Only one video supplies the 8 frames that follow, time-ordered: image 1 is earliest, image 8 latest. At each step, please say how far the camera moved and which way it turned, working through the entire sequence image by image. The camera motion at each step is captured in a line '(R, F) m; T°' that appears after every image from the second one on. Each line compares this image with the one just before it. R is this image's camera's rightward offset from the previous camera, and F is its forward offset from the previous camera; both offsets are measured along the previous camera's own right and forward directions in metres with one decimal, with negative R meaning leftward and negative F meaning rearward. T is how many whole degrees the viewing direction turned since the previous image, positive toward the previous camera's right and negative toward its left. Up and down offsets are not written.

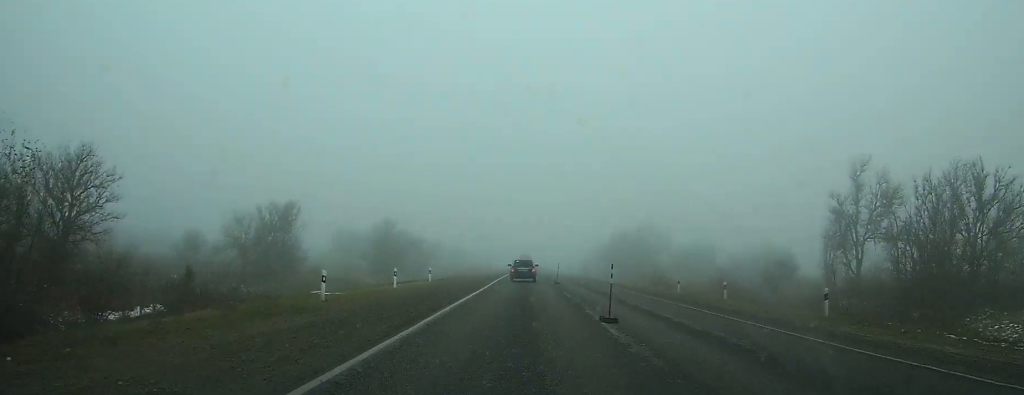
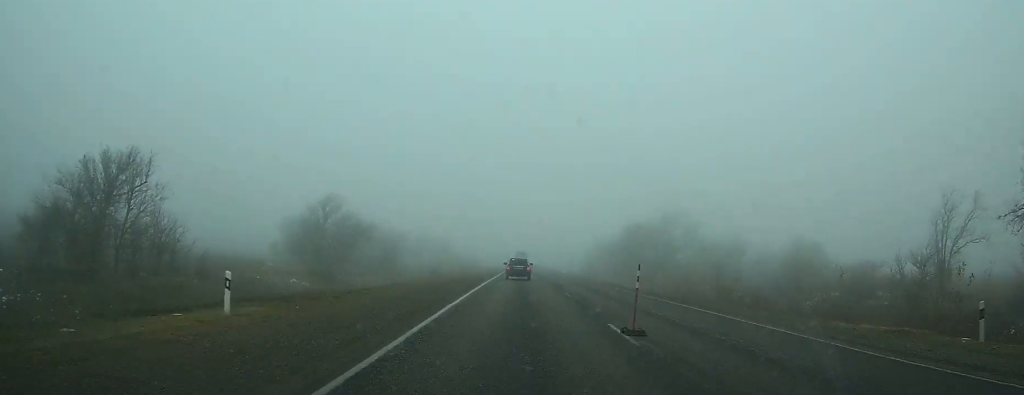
(+0.1, +26.2) m; 0°
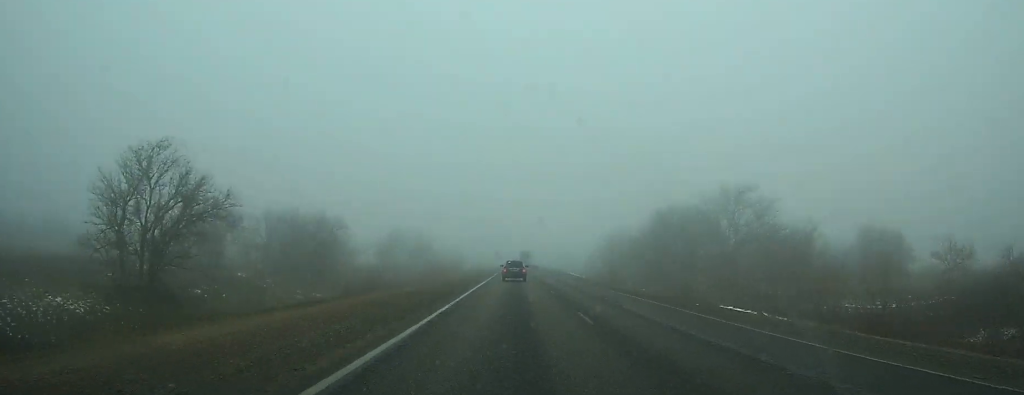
(+0.1, +33.4) m; 0°
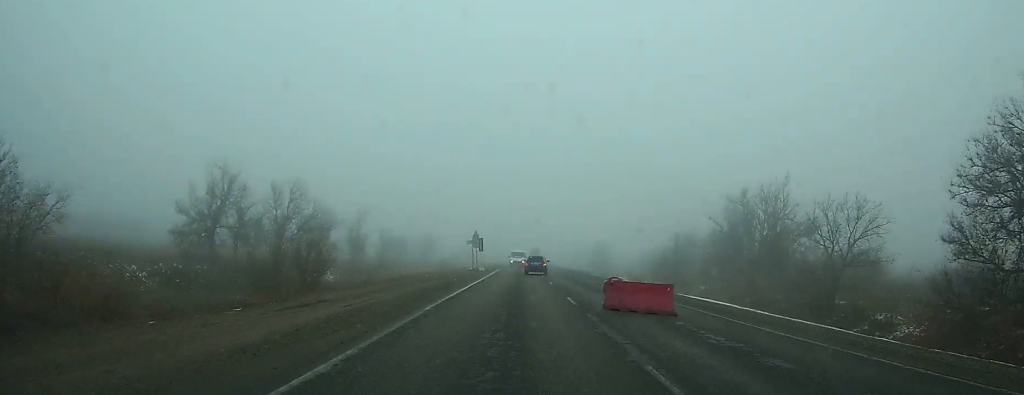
(+0.3, +80.5) m; +1°
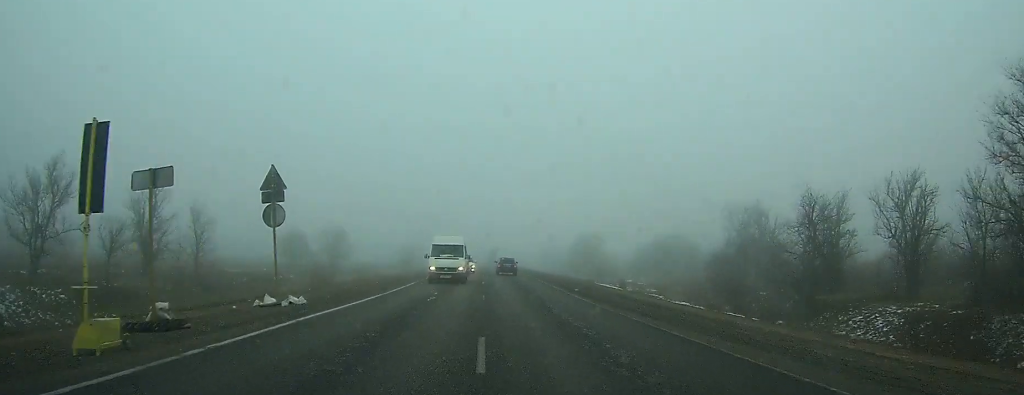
(+0.6, +44.2) m; +1°
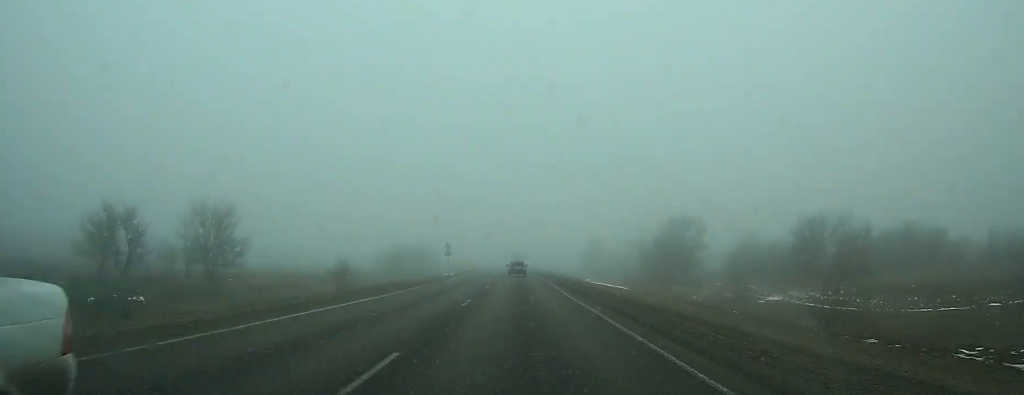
(-0.4, +50.8) m; -1°
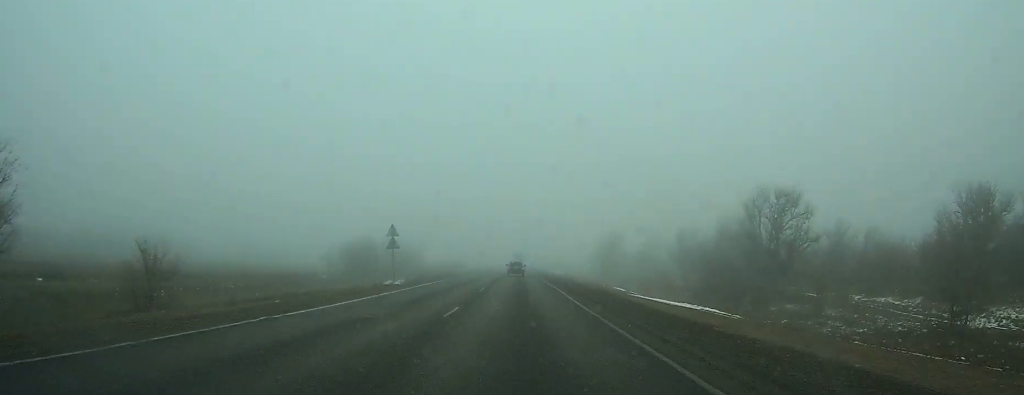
(-0.2, +29.1) m; 0°
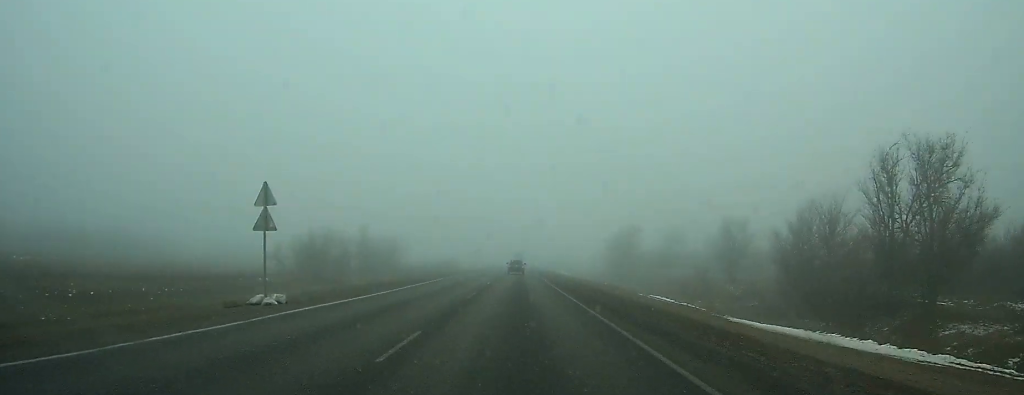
(-0.2, +19.2) m; 0°
